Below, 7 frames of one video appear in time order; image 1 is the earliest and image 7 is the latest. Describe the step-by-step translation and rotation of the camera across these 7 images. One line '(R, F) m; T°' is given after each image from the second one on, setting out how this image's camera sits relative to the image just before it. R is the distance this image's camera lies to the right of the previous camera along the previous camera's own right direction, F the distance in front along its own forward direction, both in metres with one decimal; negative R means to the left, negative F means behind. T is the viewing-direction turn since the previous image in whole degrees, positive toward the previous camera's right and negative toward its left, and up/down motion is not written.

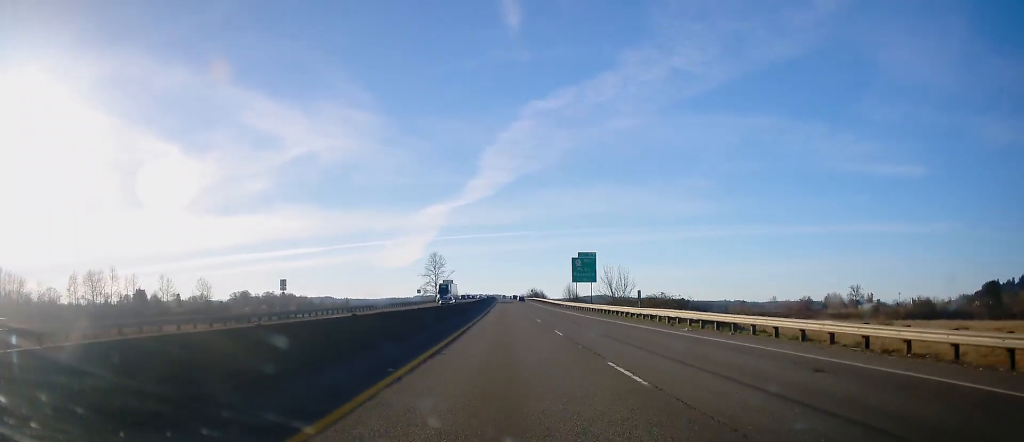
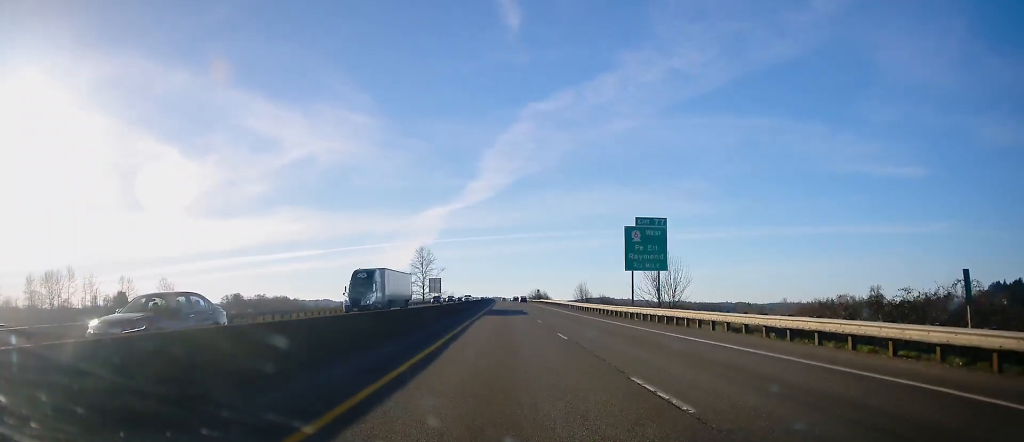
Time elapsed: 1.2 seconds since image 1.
(0.0, +38.9) m; 0°
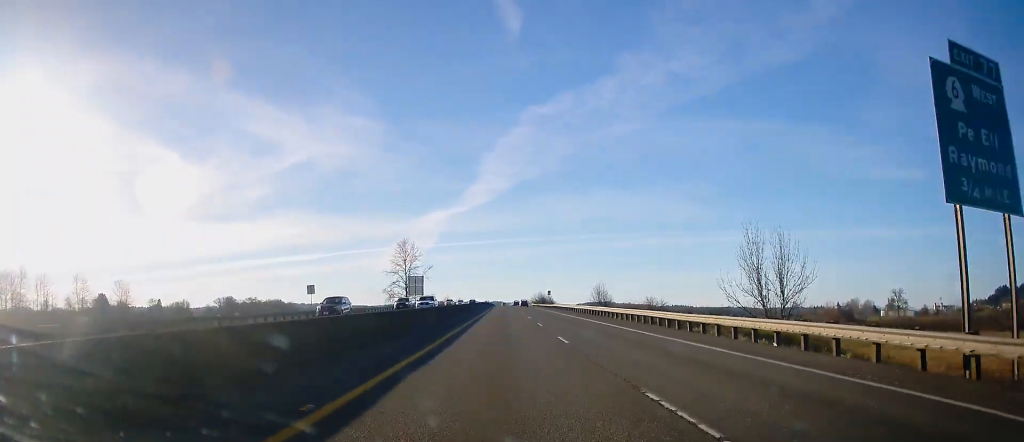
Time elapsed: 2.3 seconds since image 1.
(-0.3, +37.6) m; 0°
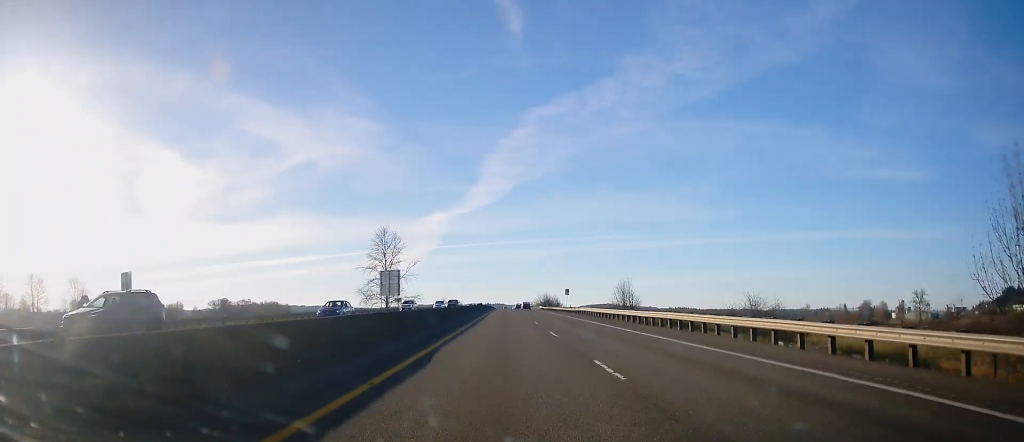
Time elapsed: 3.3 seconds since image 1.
(0.0, +32.2) m; 0°
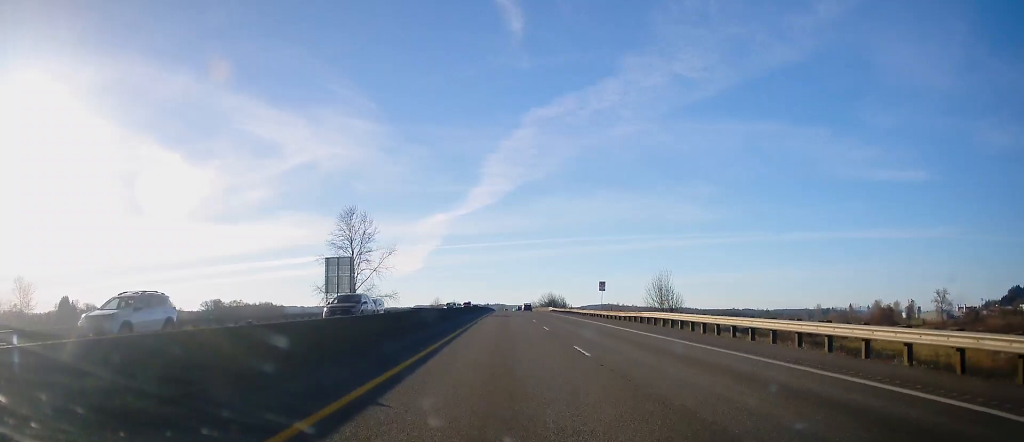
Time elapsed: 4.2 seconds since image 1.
(+0.2, +32.3) m; 0°
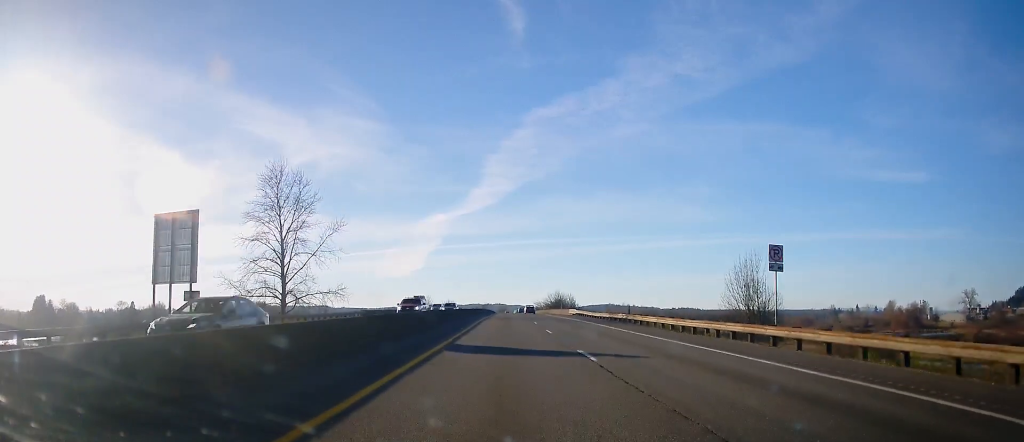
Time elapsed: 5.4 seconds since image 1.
(-0.3, +37.9) m; 0°
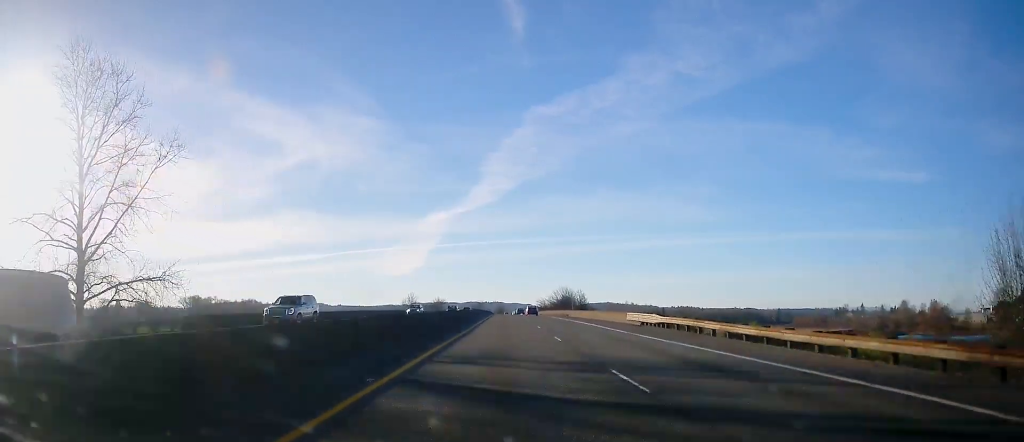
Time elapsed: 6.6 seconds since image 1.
(0.0, +41.1) m; 0°
